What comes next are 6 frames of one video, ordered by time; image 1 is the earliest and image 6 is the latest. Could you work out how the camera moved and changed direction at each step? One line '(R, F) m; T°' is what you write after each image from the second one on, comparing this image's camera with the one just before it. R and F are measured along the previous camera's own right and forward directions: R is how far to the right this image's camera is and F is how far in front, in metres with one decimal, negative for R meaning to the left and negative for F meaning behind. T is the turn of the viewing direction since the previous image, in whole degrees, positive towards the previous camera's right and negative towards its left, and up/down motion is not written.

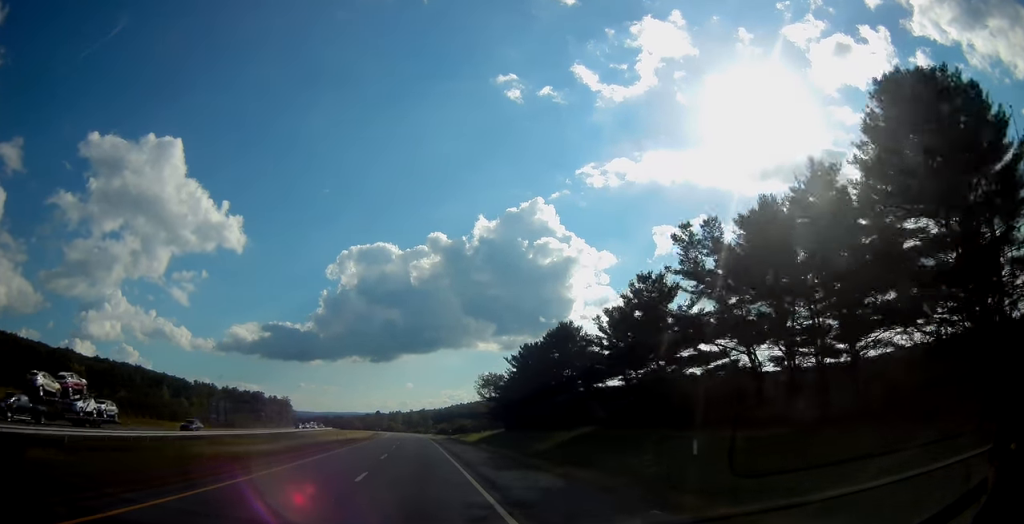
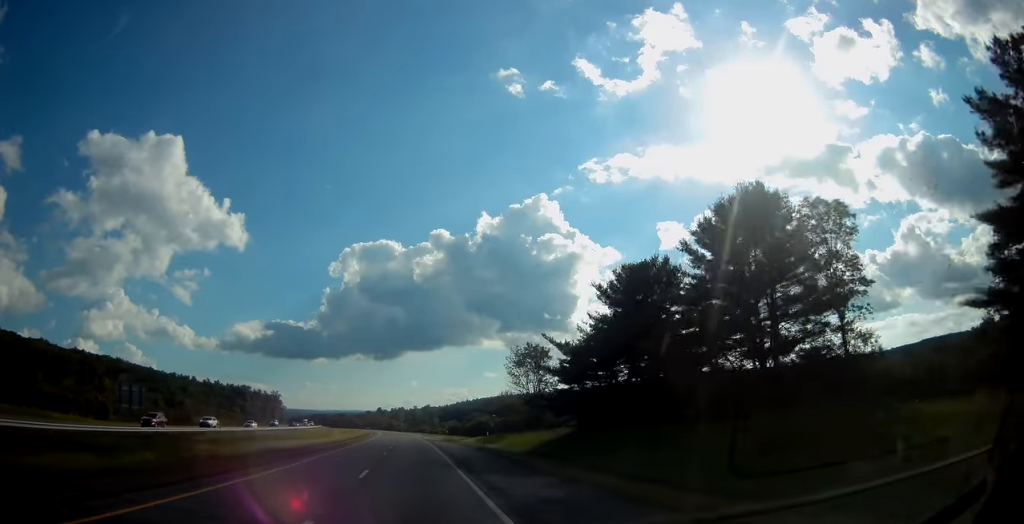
(-0.3, +47.6) m; -1°
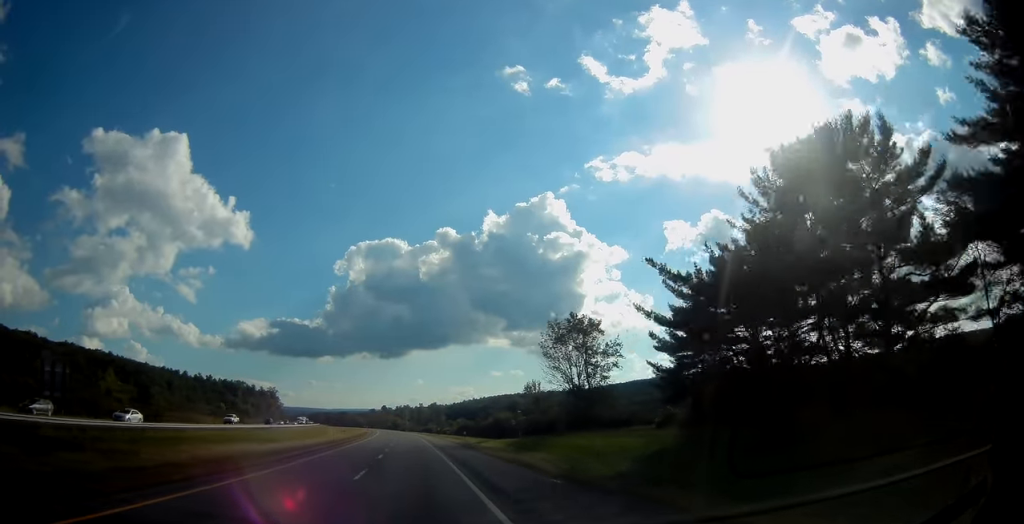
(-0.2, +25.4) m; 0°
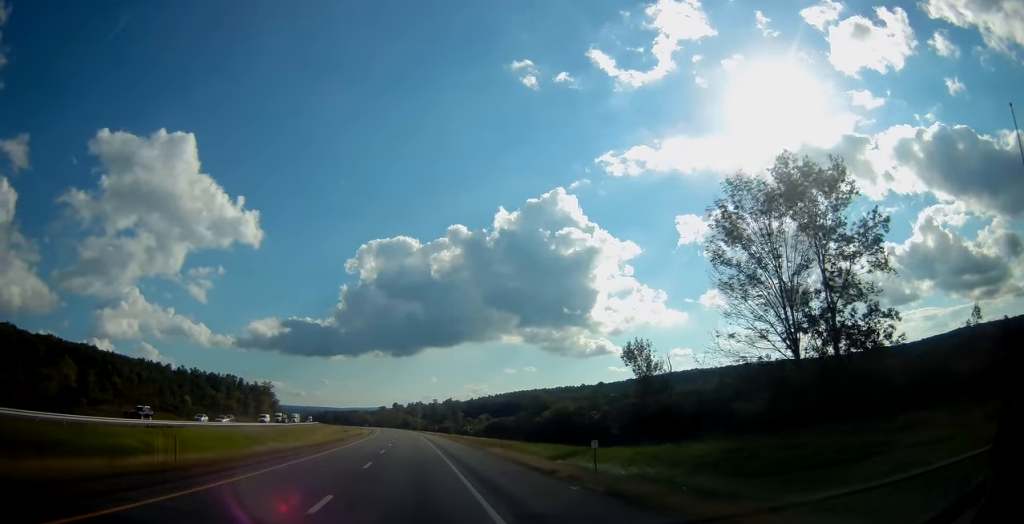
(0.0, +44.8) m; -1°
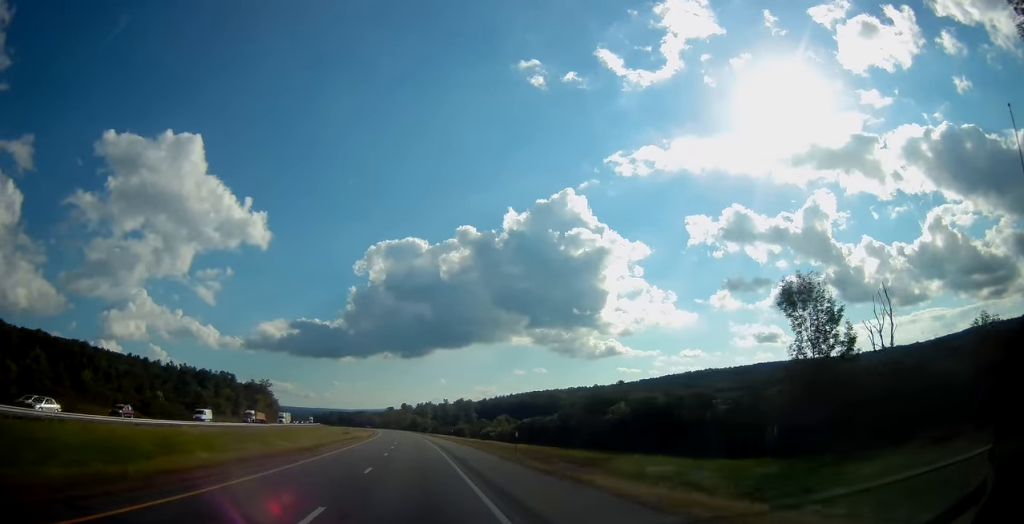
(-0.3, +26.4) m; -1°
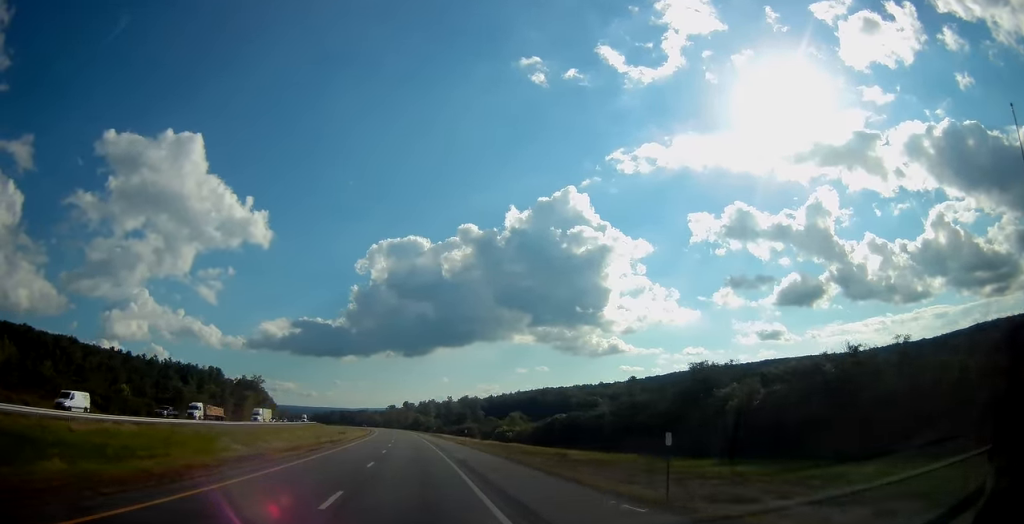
(-0.2, +21.5) m; -1°
